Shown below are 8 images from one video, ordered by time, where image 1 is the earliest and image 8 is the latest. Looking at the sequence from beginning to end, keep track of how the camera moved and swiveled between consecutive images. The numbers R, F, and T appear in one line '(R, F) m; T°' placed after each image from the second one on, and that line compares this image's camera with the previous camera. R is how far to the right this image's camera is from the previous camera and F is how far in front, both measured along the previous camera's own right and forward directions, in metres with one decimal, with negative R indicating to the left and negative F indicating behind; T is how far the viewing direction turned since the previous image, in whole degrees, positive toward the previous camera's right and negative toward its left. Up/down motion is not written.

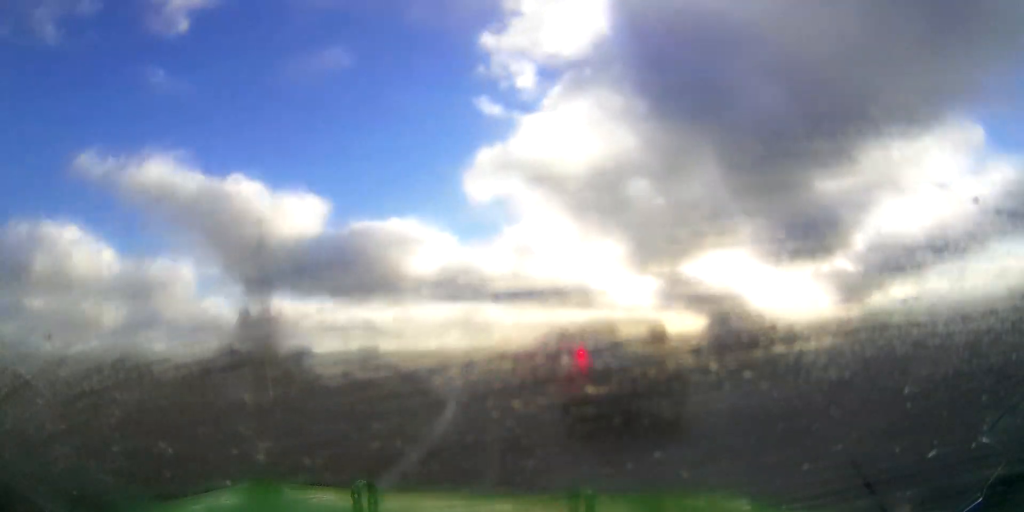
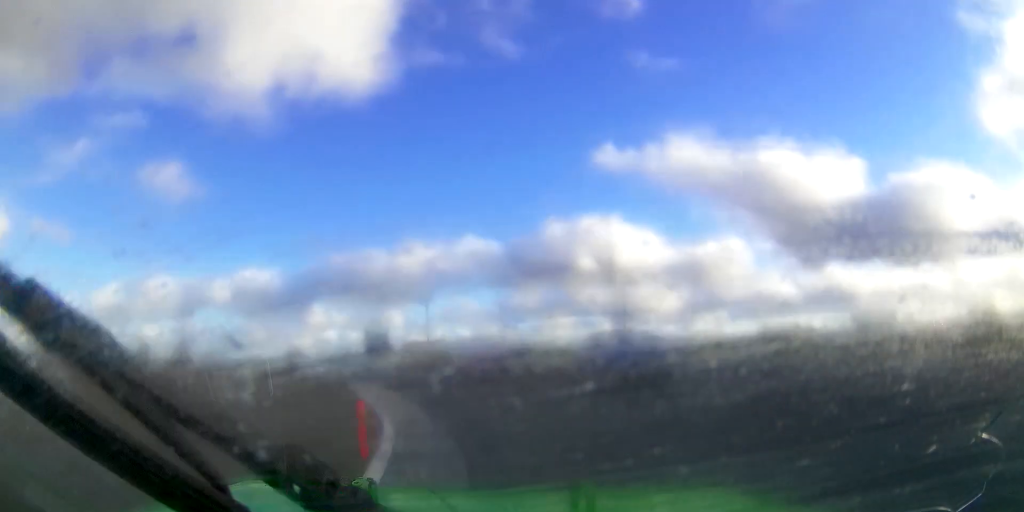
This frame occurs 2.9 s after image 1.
(-34.9, +26.3) m; -88°
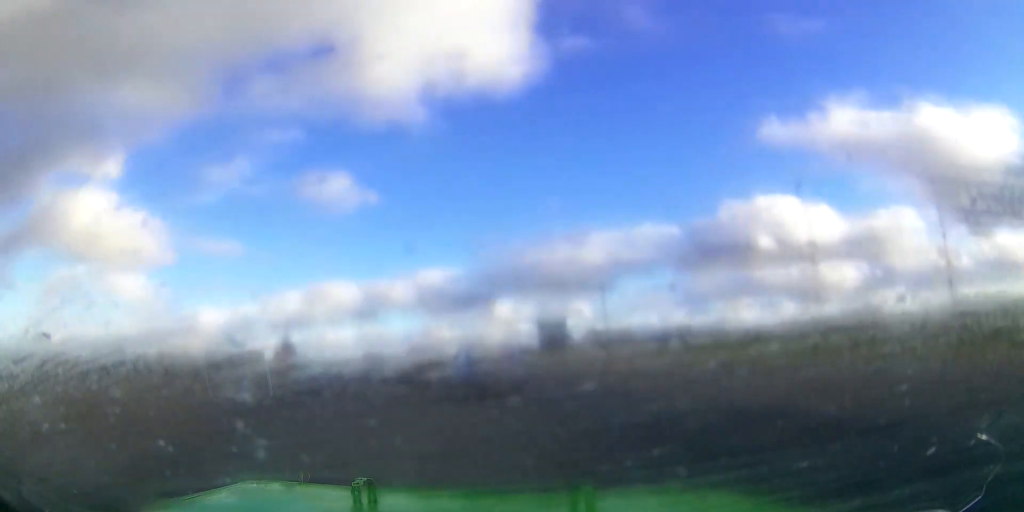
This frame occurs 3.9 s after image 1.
(-3.6, +23.1) m; -18°
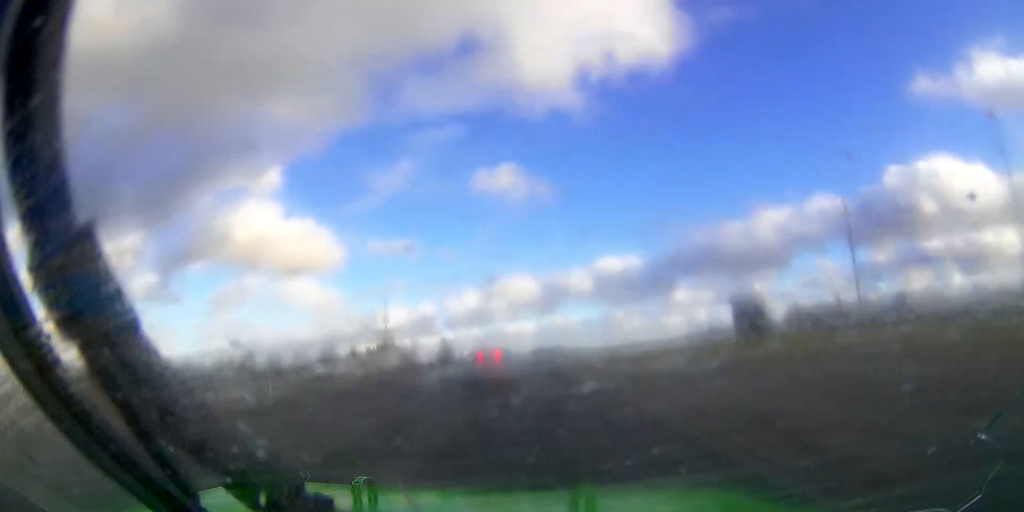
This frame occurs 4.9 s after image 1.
(-3.6, +23.8) m; -9°
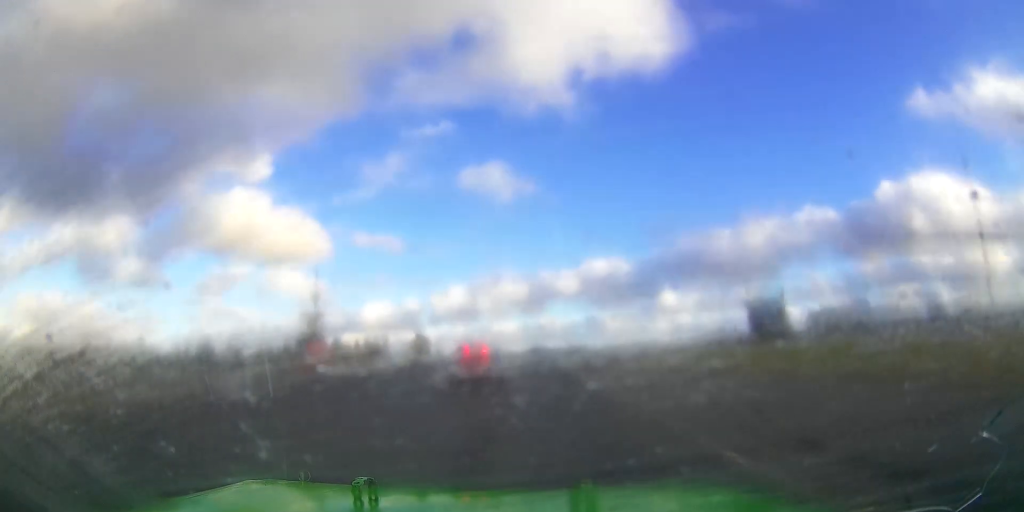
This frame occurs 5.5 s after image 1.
(-0.2, +14.3) m; +1°
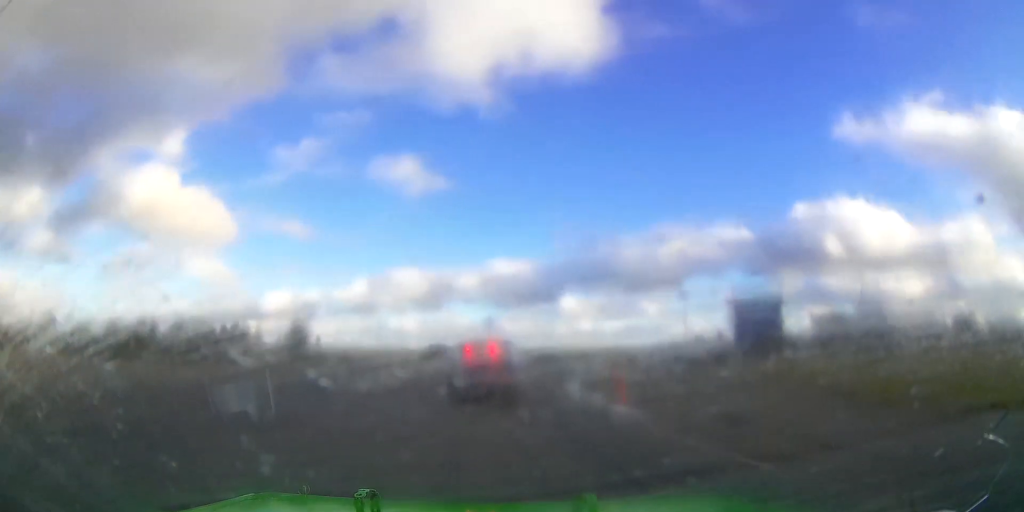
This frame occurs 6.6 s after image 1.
(+0.7, +24.5) m; +10°
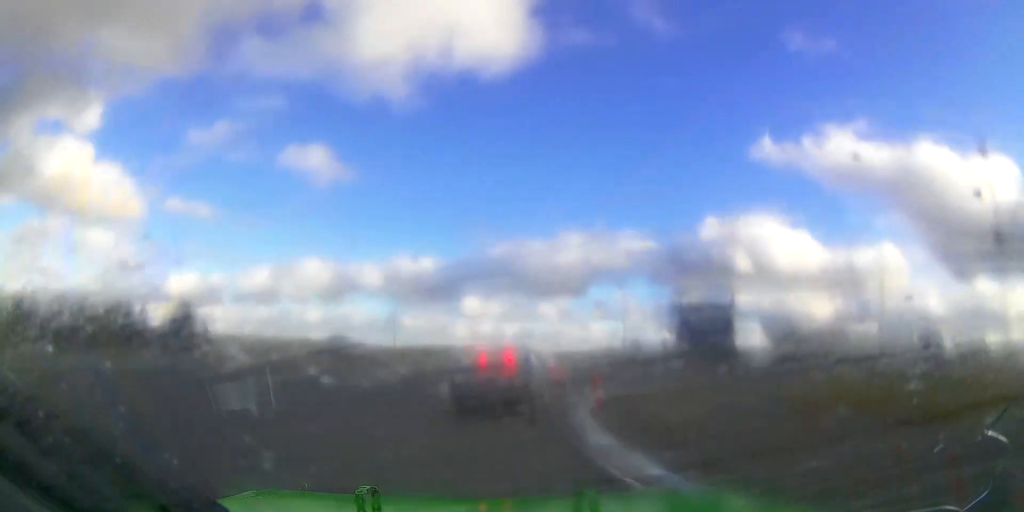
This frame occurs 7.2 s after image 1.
(+0.3, +10.3) m; +13°
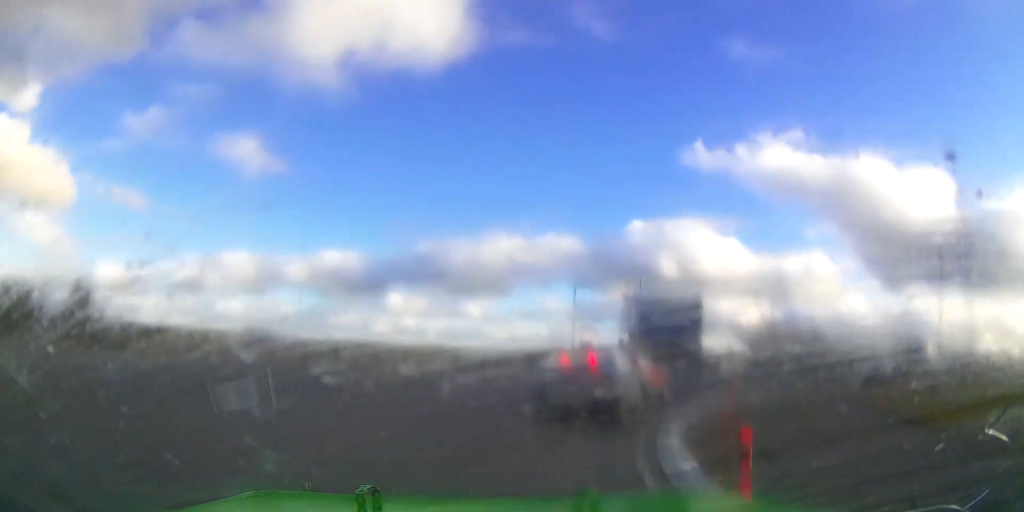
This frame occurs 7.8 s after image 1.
(+1.0, +9.5) m; +23°
